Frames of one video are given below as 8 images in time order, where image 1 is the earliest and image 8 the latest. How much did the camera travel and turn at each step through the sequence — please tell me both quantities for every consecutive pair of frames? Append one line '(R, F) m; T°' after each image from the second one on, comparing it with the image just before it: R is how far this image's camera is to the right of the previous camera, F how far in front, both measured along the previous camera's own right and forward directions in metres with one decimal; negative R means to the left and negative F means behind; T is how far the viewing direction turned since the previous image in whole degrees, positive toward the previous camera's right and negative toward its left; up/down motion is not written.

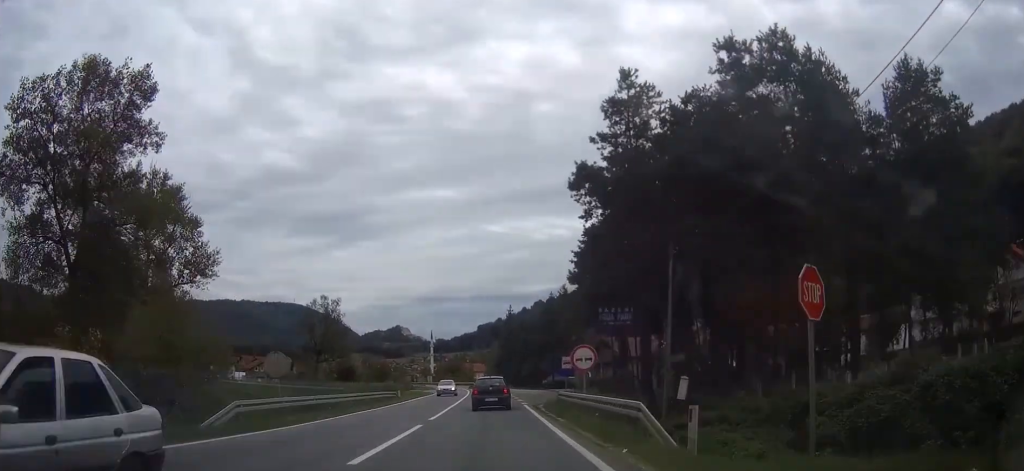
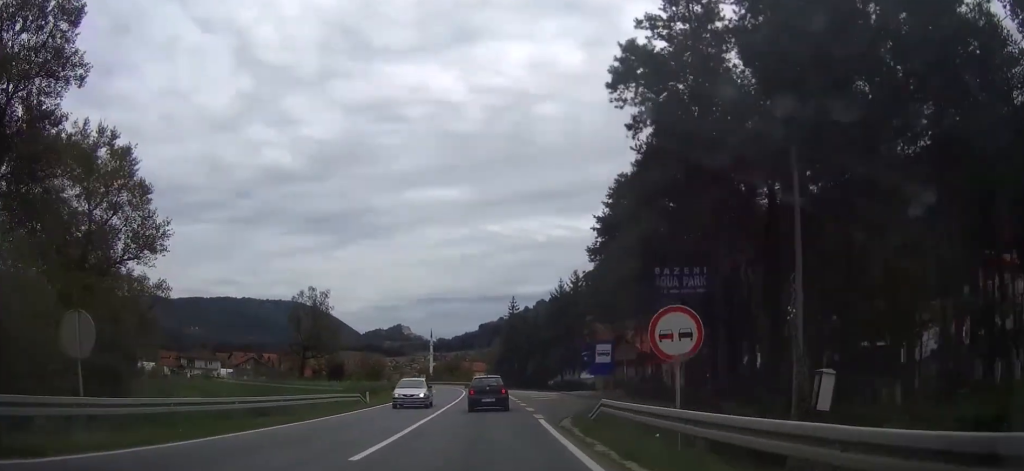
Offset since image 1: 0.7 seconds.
(0.0, +12.3) m; 0°
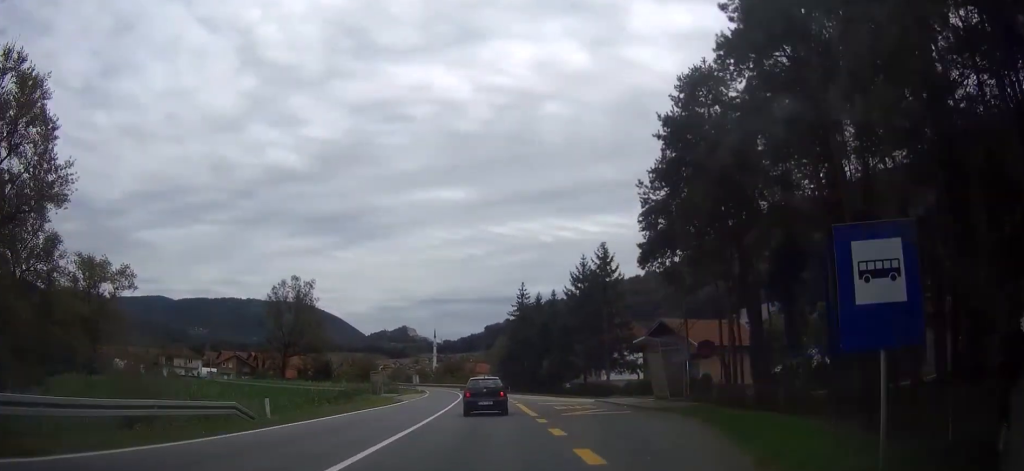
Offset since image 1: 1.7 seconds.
(0.0, +17.5) m; -1°
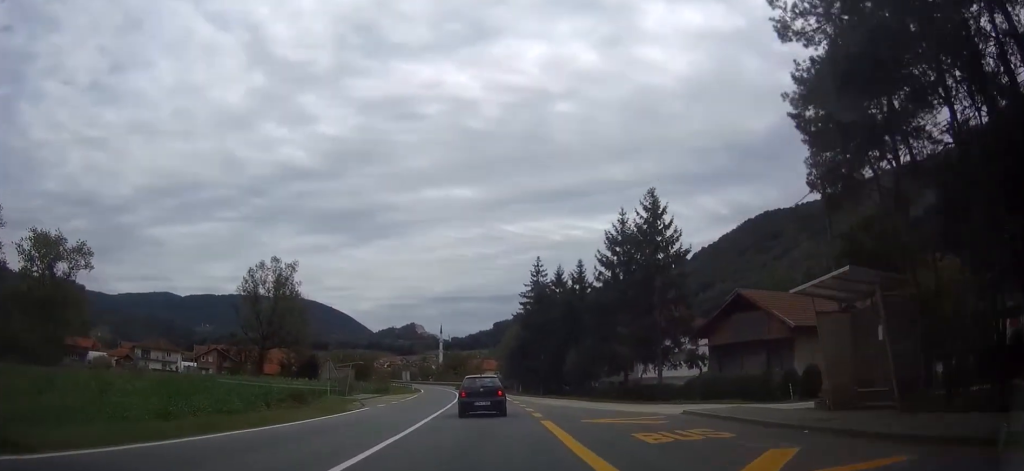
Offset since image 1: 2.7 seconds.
(-0.2, +17.7) m; -1°
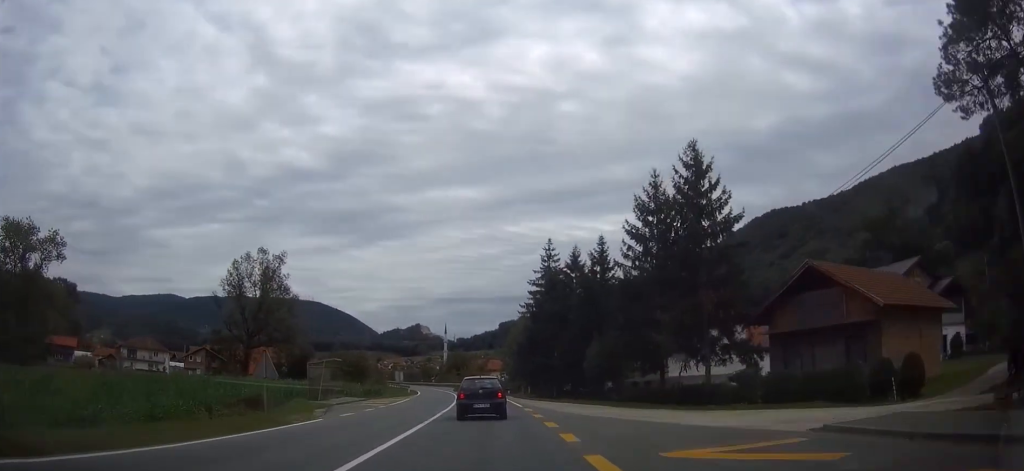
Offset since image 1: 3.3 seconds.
(0.0, +9.6) m; 0°
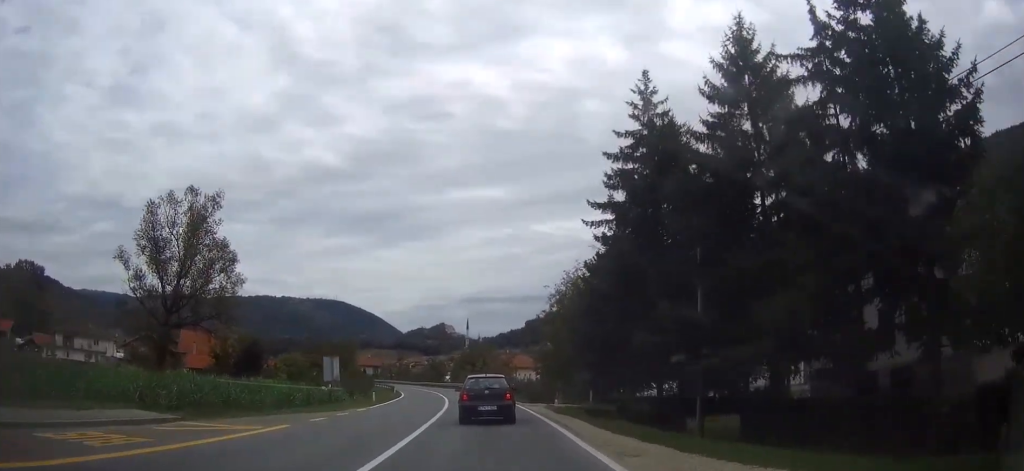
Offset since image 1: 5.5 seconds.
(-0.7, +35.8) m; -2°
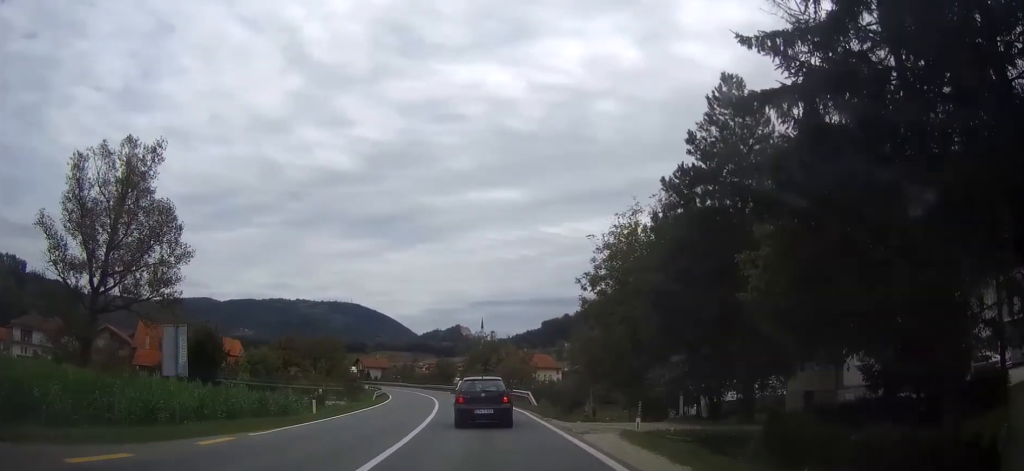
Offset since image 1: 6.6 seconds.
(-0.1, +18.1) m; -1°
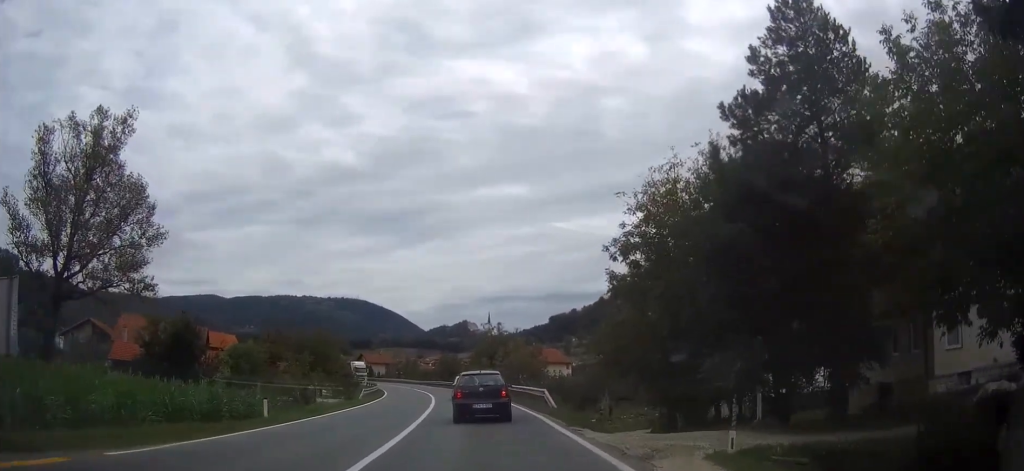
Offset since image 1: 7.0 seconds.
(0.0, +6.9) m; 0°
